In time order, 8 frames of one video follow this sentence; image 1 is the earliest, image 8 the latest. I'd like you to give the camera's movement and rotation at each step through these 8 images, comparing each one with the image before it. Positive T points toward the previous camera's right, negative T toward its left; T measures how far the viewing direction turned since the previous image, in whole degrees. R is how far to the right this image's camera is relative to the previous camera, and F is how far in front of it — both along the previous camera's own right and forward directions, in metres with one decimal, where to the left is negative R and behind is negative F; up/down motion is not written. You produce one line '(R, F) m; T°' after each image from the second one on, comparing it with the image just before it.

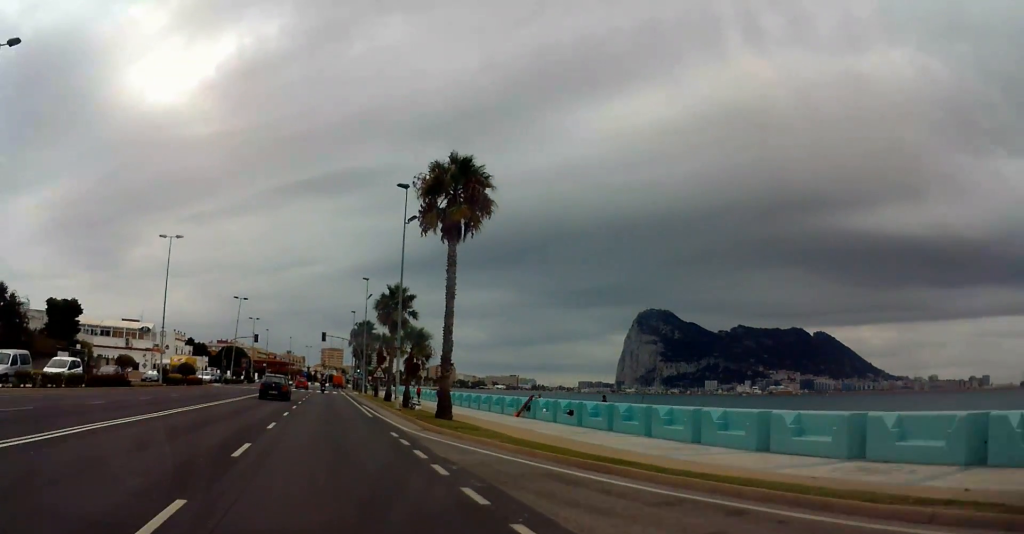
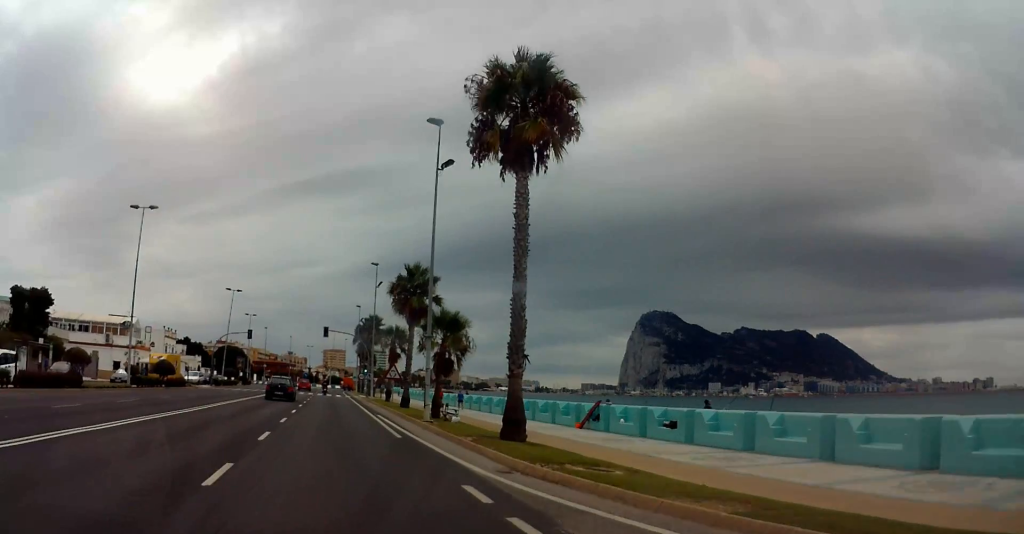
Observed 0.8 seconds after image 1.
(0.0, +10.4) m; 0°
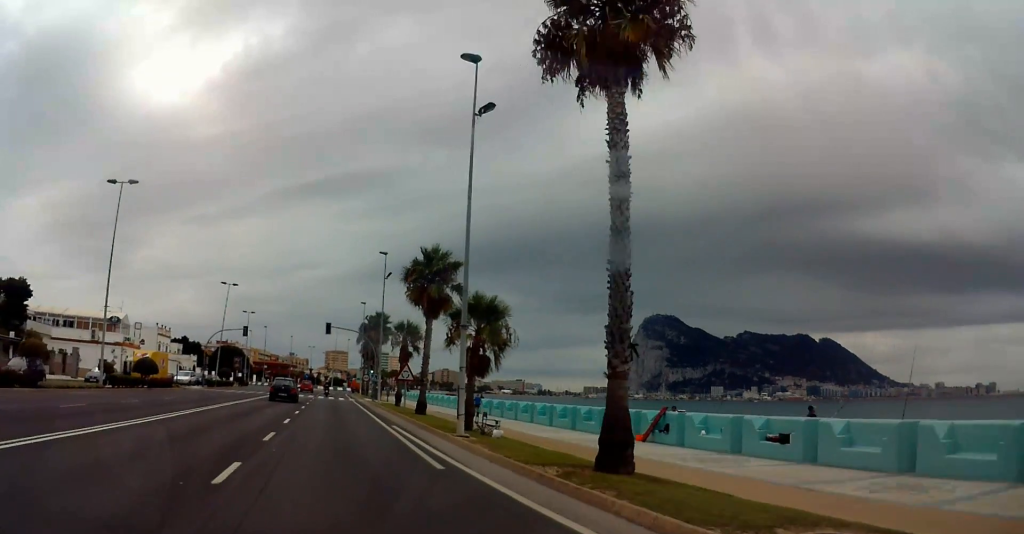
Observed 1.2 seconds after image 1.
(0.0, +6.6) m; -1°
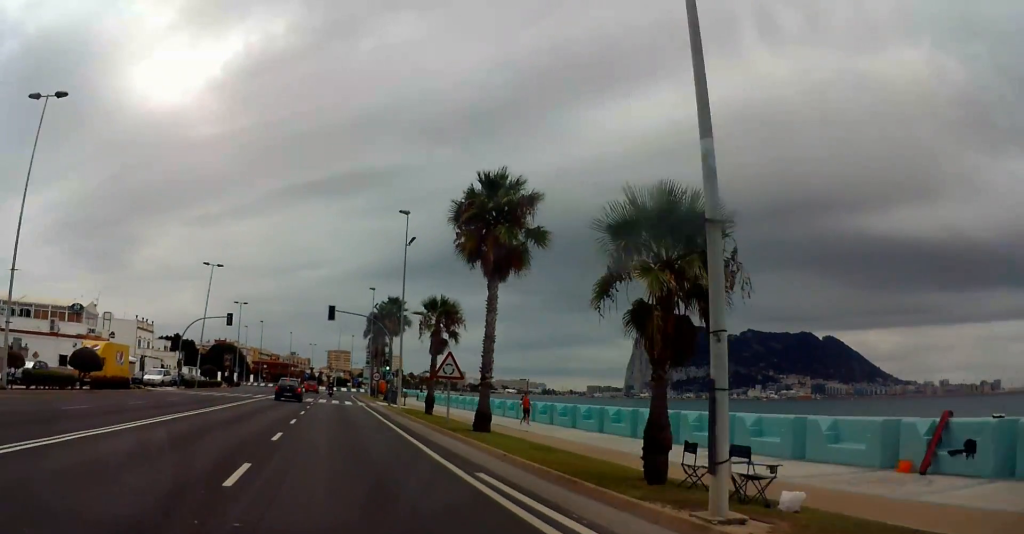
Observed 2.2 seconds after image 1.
(-0.2, +13.7) m; -1°
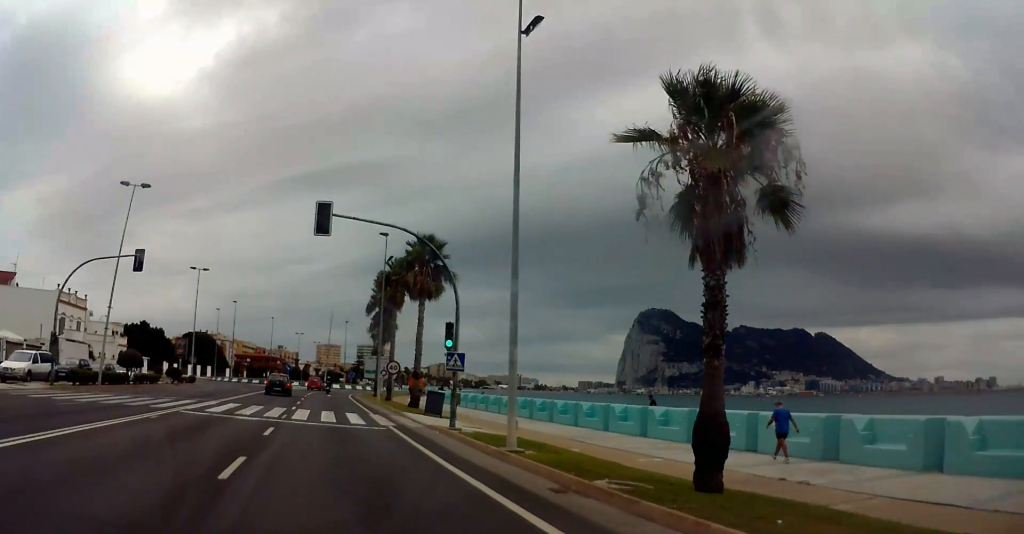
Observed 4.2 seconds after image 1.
(+0.3, +26.1) m; +1°
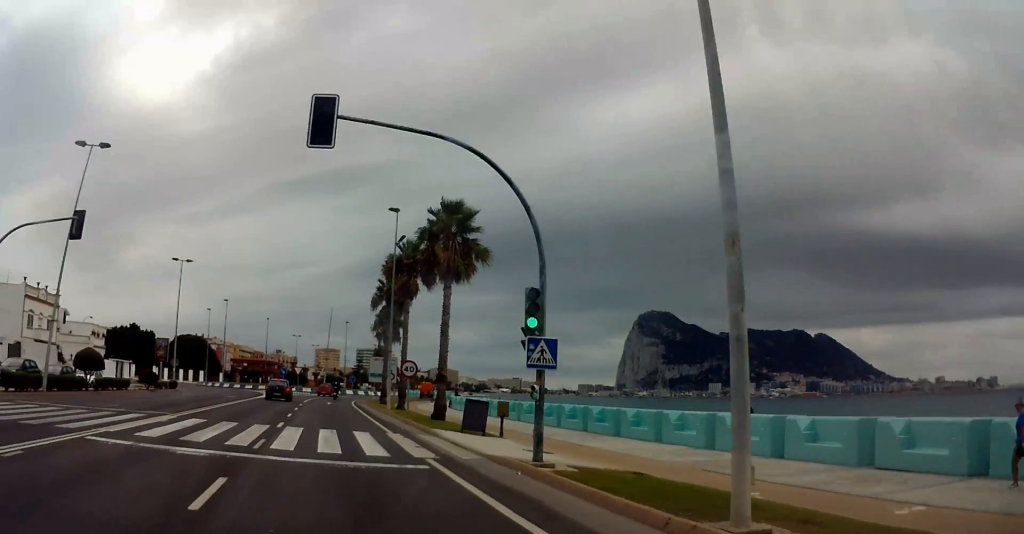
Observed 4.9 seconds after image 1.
(-0.1, +8.7) m; 0°
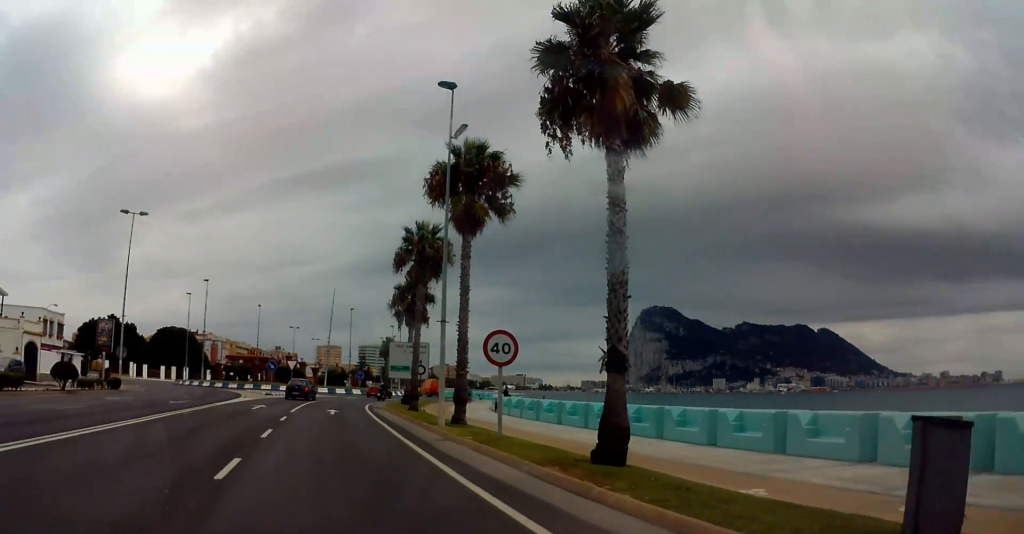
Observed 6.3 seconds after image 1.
(0.0, +17.6) m; 0°
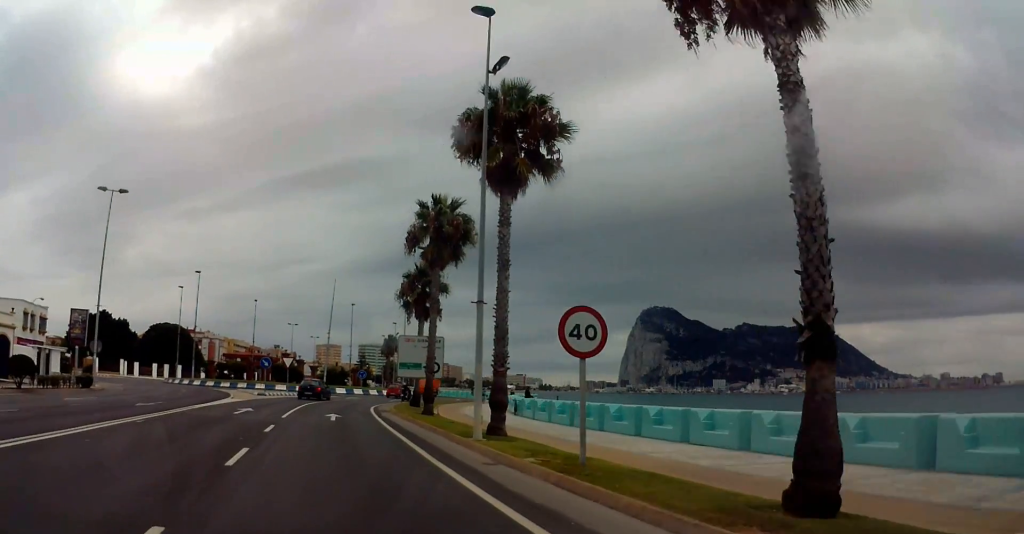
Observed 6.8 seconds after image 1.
(0.0, +5.8) m; 0°
